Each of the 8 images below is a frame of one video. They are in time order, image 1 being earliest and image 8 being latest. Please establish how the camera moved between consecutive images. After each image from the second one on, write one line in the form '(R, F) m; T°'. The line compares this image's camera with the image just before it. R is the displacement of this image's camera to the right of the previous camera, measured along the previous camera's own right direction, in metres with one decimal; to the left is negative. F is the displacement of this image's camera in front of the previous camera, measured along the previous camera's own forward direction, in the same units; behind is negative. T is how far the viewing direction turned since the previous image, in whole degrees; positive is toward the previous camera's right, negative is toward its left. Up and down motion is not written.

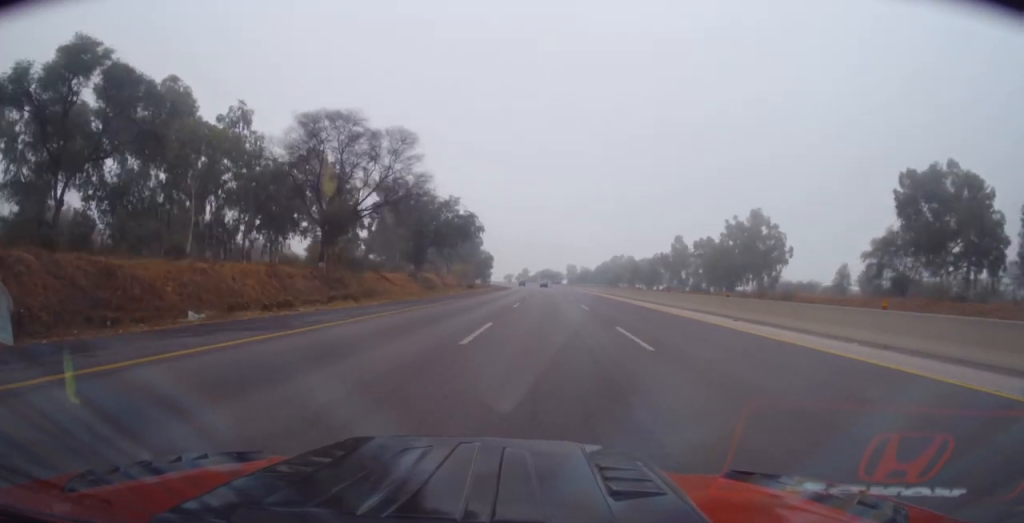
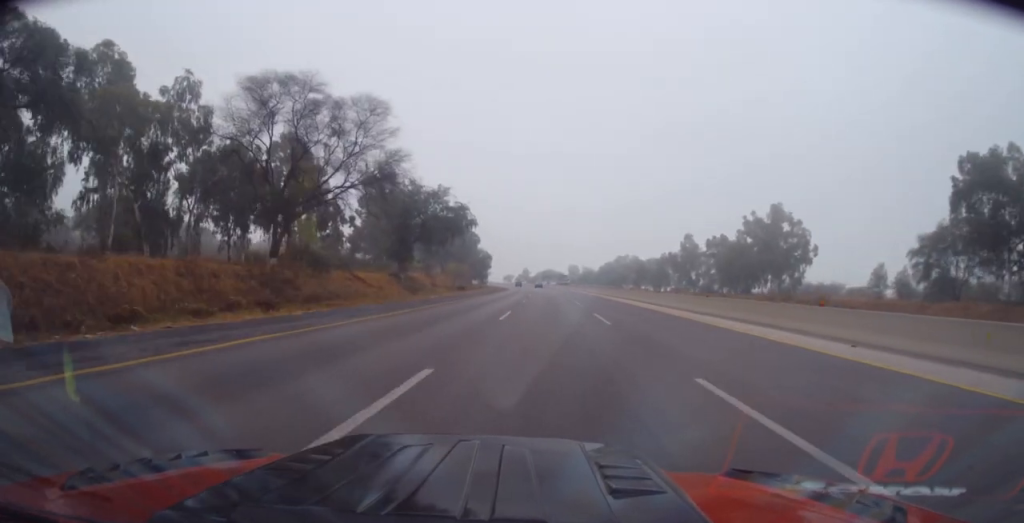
(0.0, +9.5) m; 0°
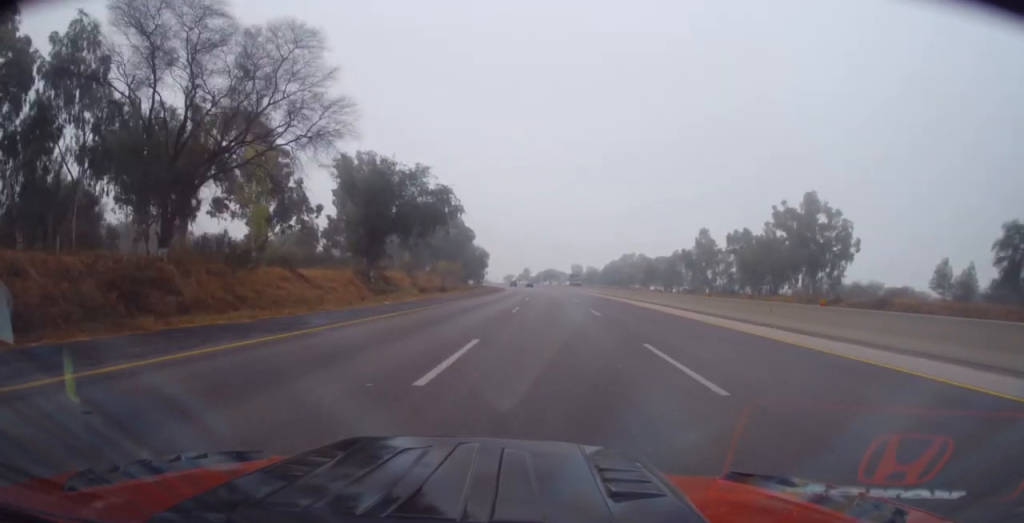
(+0.1, +13.0) m; -2°
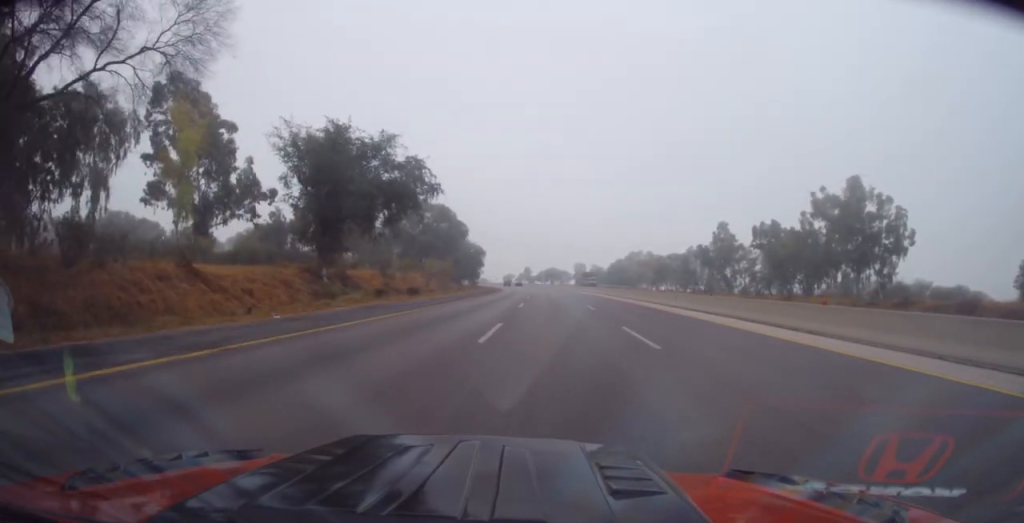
(-0.5, +13.0) m; 0°
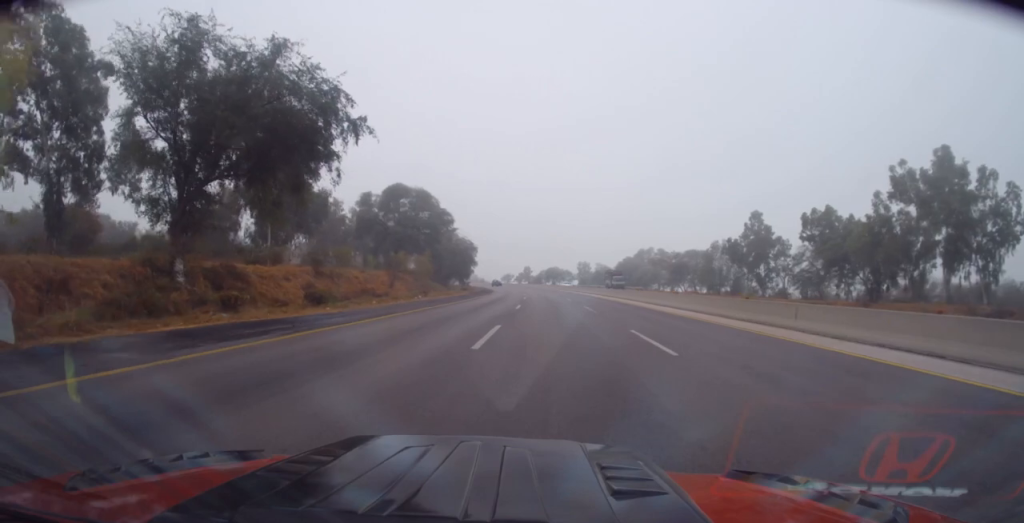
(+0.4, +18.9) m; +1°
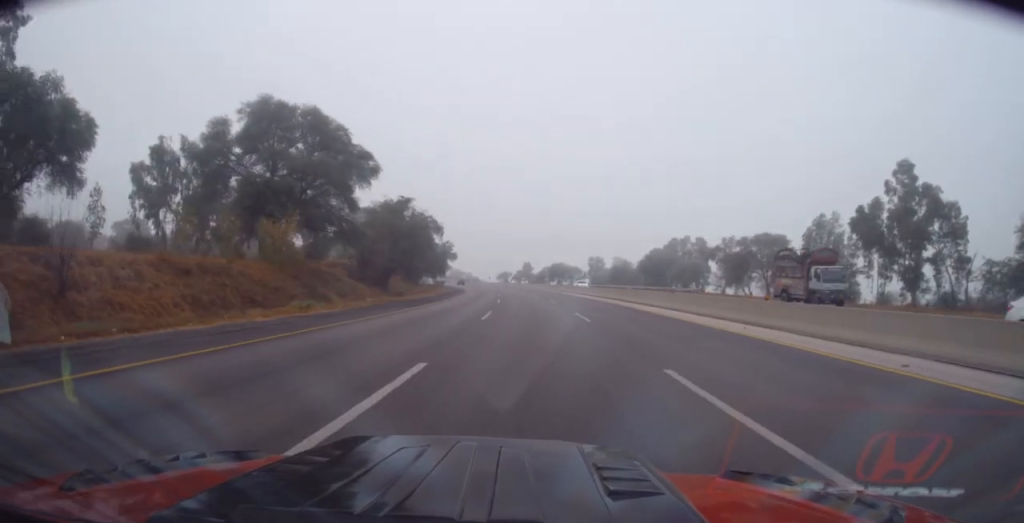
(-0.1, +43.5) m; -1°
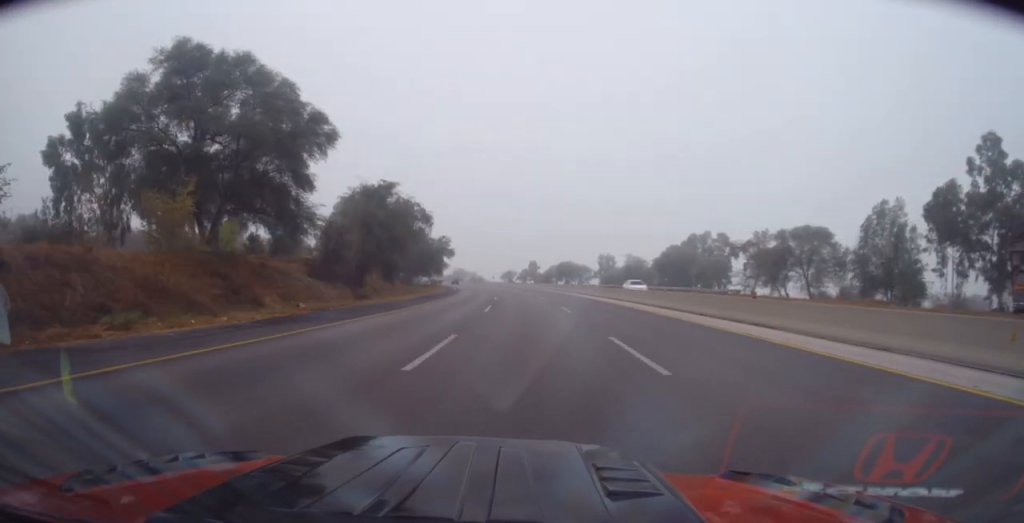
(-0.4, +12.4) m; -1°
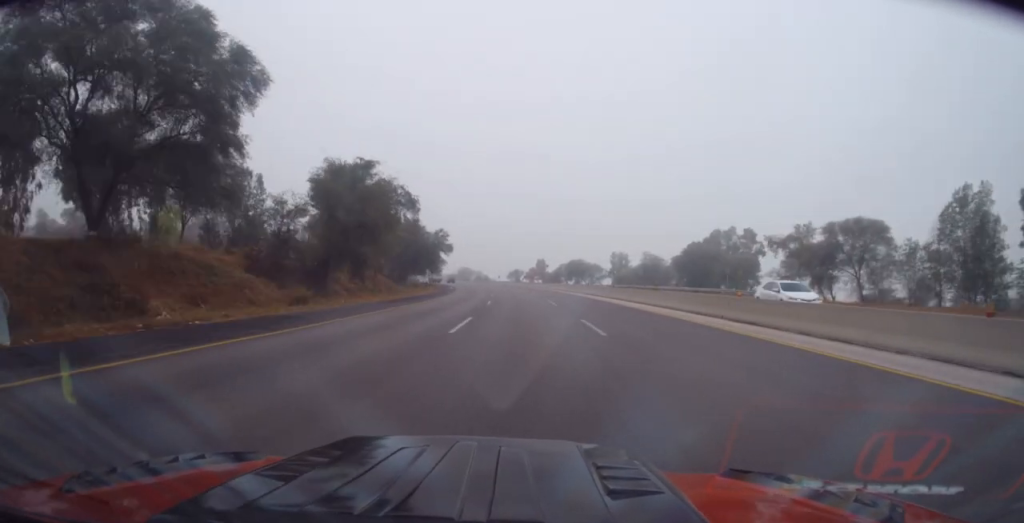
(+0.2, +11.7) m; 0°
